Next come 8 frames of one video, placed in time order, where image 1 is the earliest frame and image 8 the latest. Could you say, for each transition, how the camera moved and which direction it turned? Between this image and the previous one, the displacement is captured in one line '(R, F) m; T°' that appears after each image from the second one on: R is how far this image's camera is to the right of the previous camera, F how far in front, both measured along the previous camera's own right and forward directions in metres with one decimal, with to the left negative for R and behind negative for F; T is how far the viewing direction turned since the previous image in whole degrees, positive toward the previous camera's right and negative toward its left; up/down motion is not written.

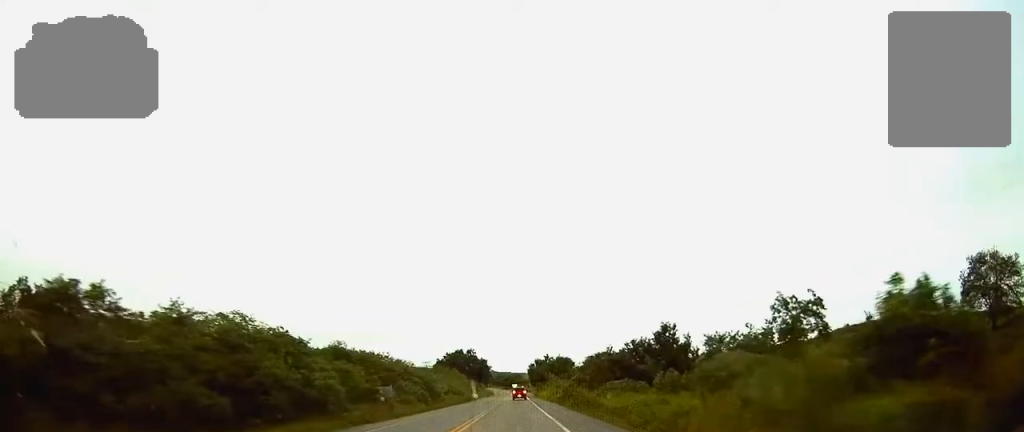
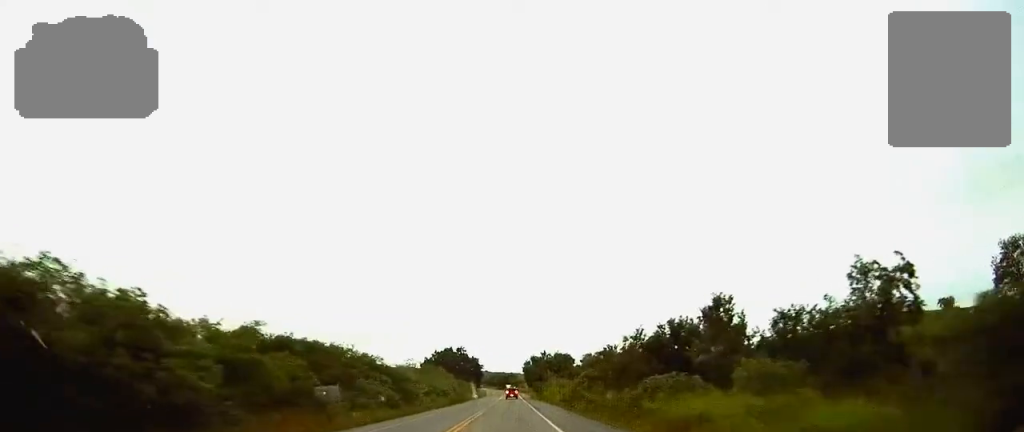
(+0.1, +13.3) m; +1°
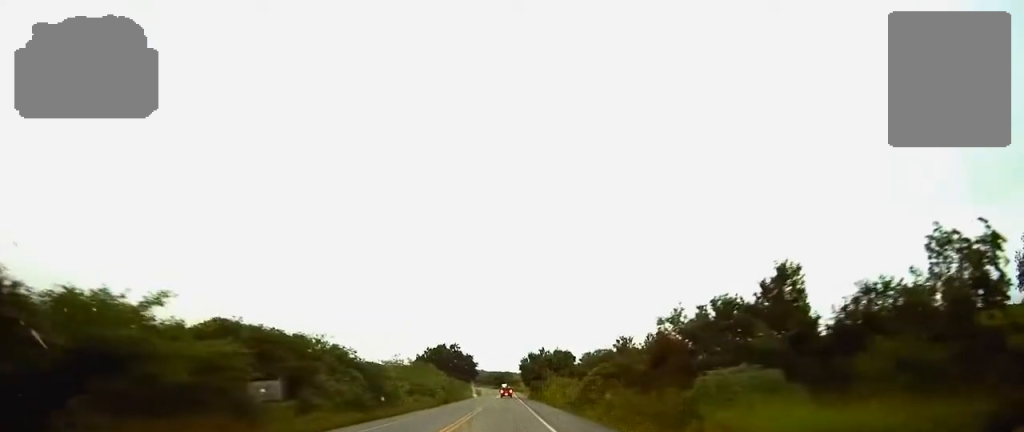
(0.0, +8.7) m; 0°
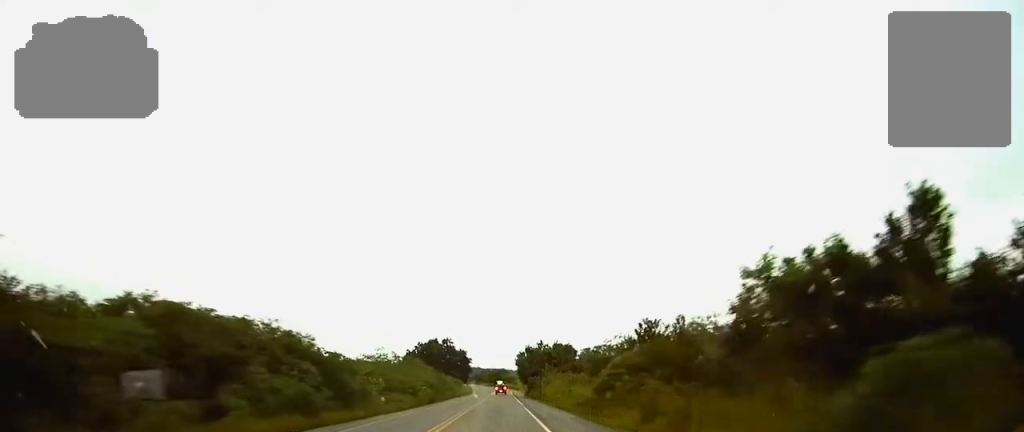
(0.0, +9.8) m; 0°
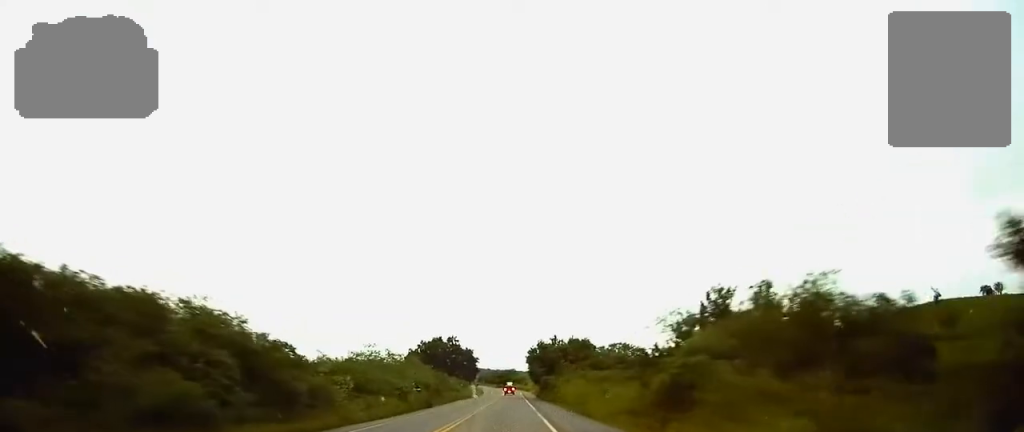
(+0.1, +11.7) m; 0°
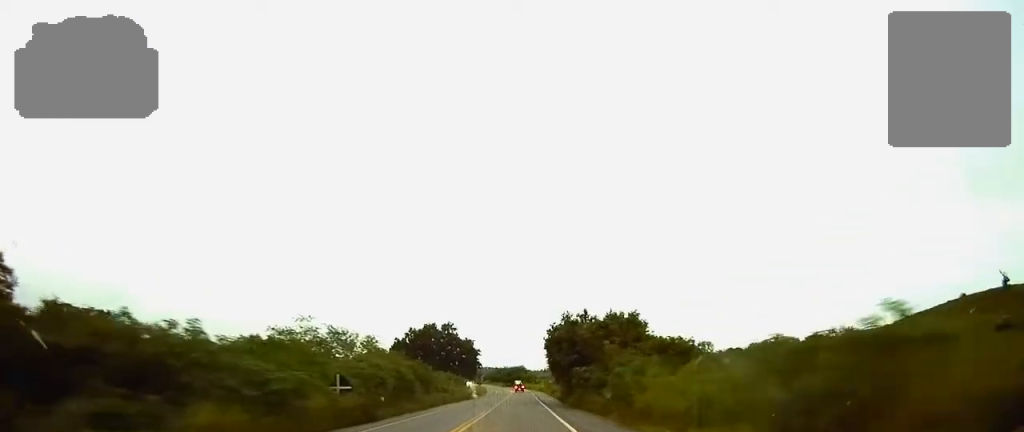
(-0.5, +29.0) m; -1°
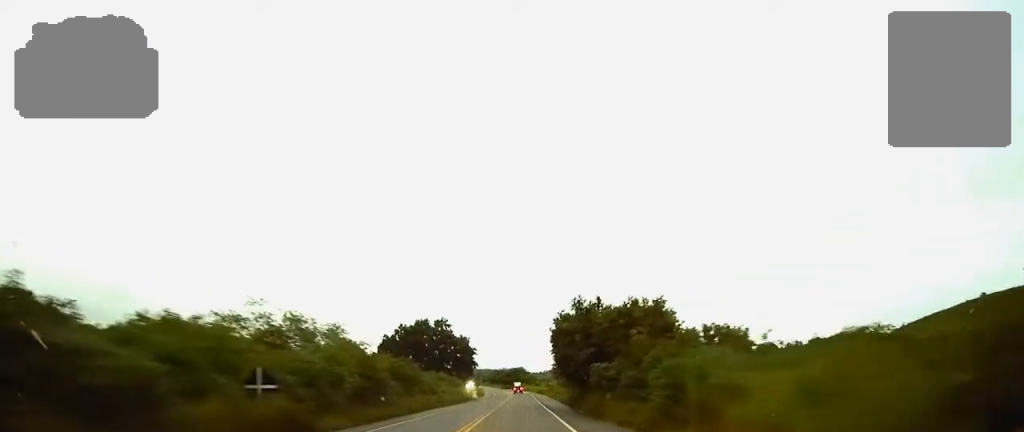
(0.0, +10.1) m; +1°
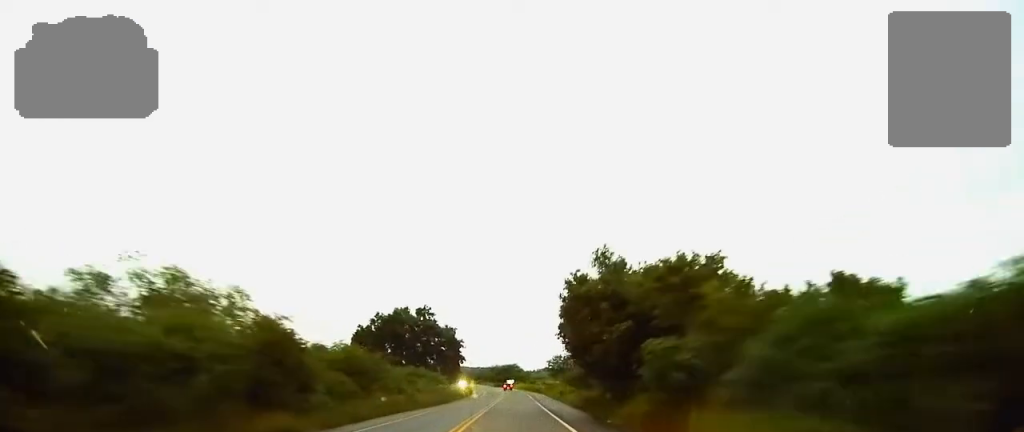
(+0.2, +14.8) m; 0°
